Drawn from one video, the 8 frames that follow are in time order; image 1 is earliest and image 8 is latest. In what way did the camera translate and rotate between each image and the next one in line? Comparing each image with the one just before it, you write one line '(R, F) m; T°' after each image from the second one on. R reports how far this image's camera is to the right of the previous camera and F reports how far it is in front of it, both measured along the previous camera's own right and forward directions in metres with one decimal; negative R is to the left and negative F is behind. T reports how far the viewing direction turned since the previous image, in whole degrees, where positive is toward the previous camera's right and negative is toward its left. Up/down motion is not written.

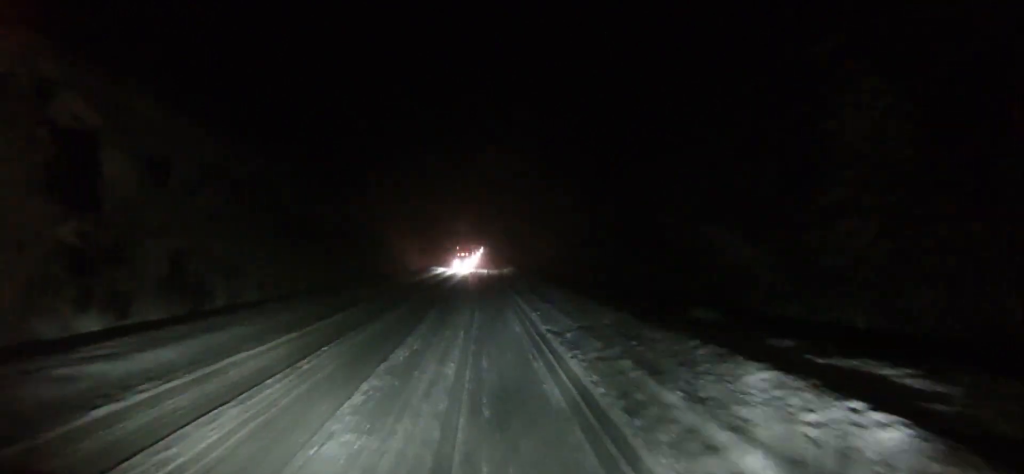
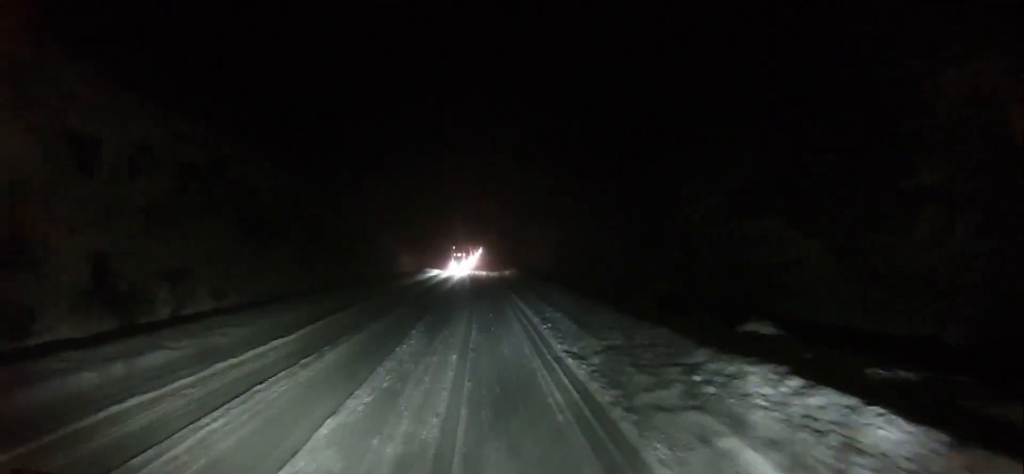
(-0.3, +5.3) m; 0°
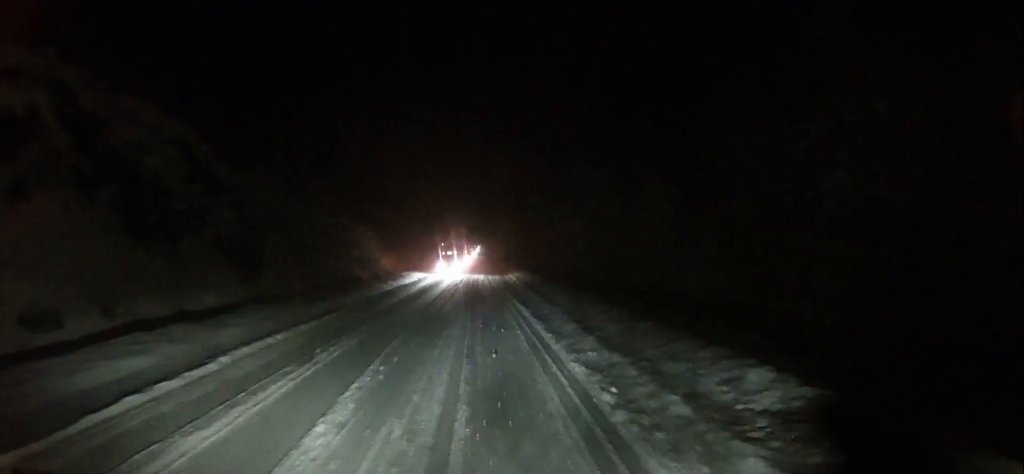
(+0.3, +12.3) m; 0°
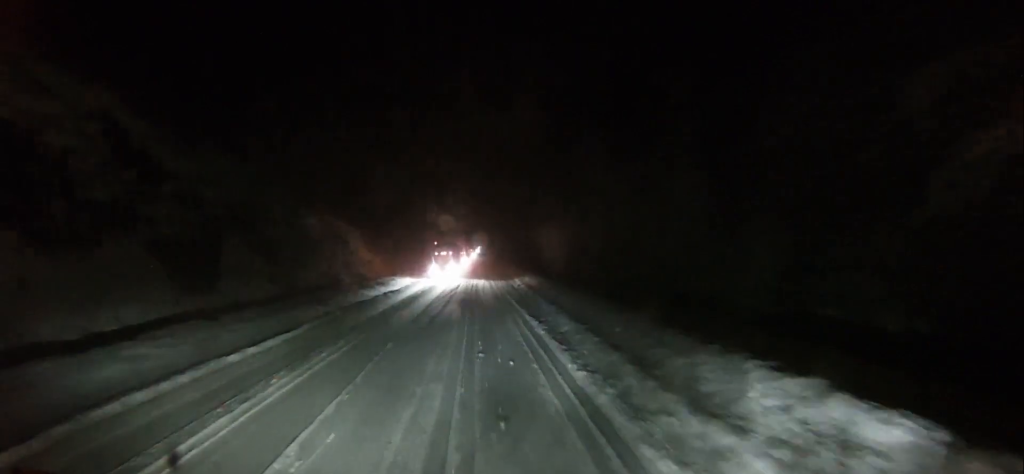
(-0.1, +6.7) m; 0°
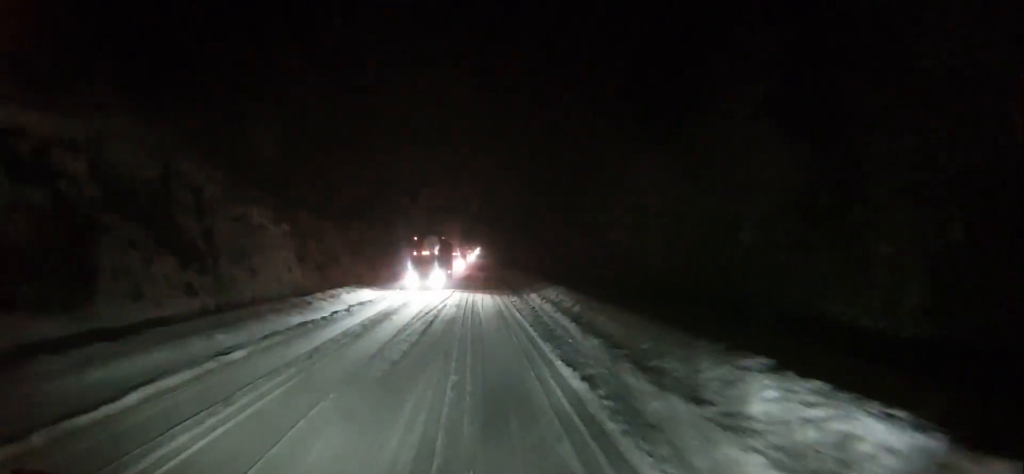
(-0.1, +11.2) m; +1°
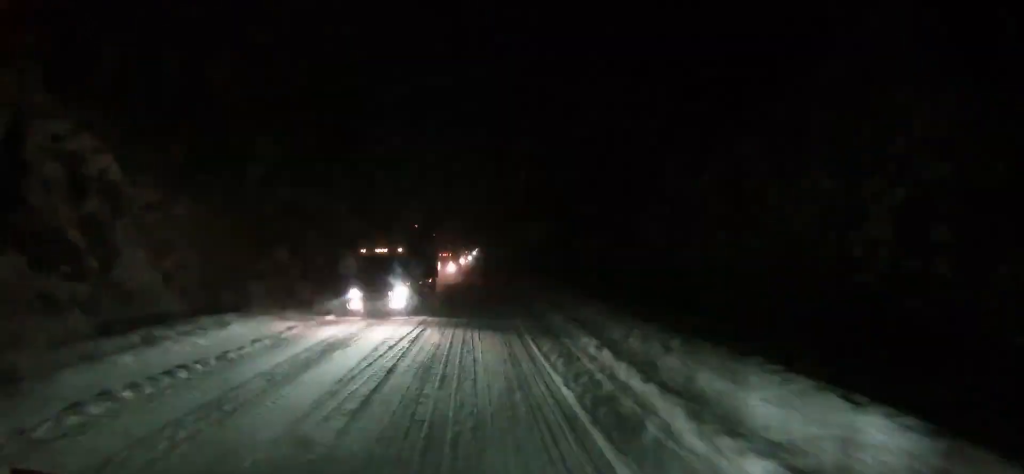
(+0.3, +10.3) m; +2°
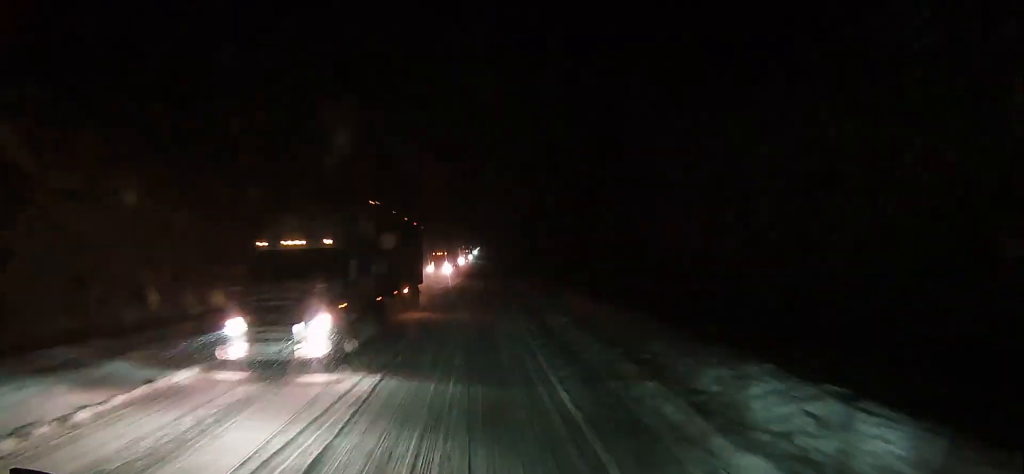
(0.0, +6.6) m; -1°
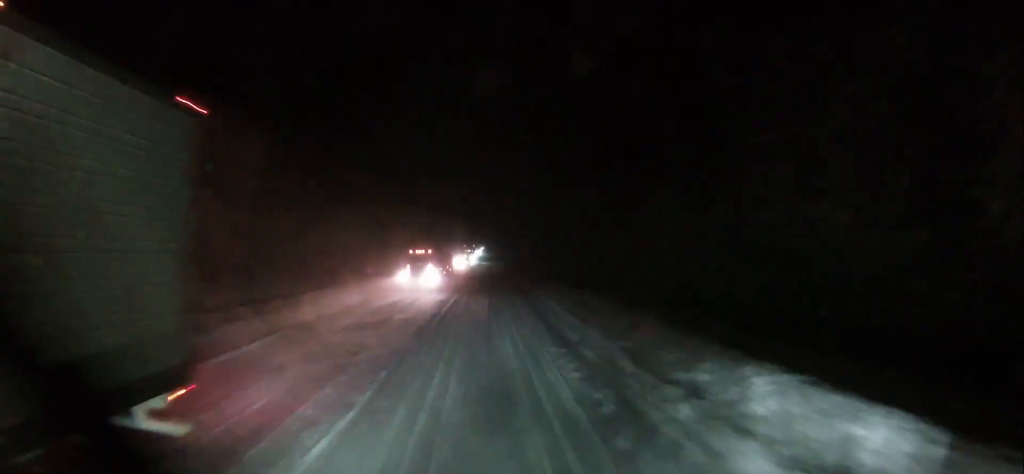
(-0.2, +14.1) m; -2°
